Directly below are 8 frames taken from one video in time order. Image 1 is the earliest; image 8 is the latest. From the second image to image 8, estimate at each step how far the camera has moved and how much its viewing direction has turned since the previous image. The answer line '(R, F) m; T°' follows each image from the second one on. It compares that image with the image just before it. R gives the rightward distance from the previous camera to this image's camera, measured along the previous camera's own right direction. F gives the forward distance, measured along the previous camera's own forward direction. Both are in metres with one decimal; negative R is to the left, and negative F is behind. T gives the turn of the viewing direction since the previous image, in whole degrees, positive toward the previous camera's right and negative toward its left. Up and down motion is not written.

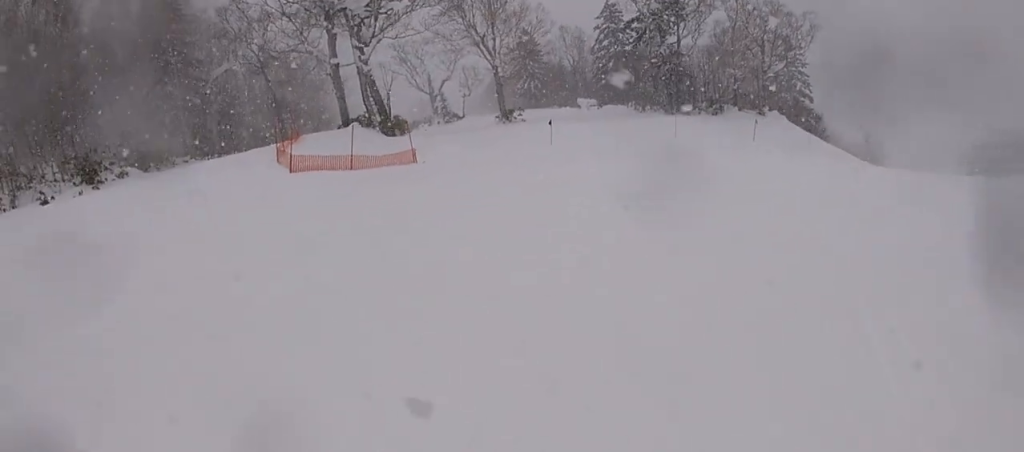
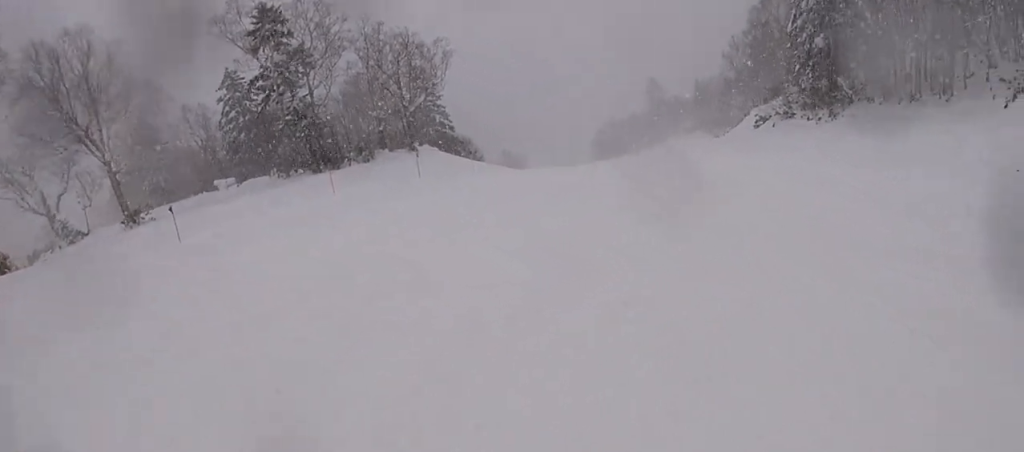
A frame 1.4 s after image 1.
(+2.4, +5.3) m; +47°
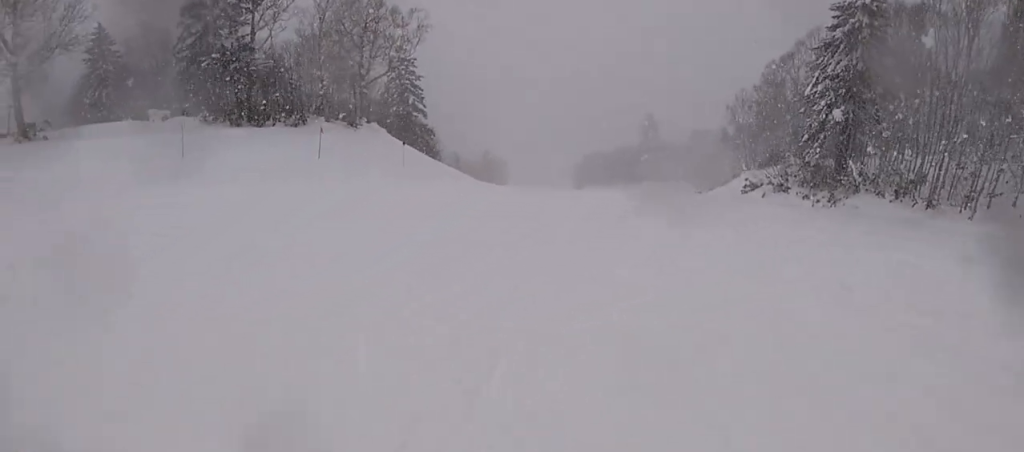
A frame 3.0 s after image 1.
(+1.8, +7.7) m; +2°
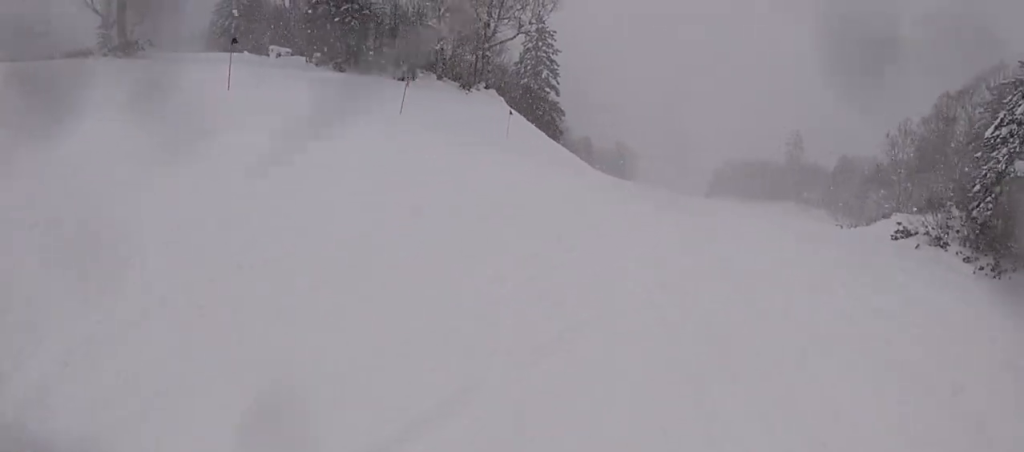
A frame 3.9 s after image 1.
(-0.8, +4.3) m; -16°
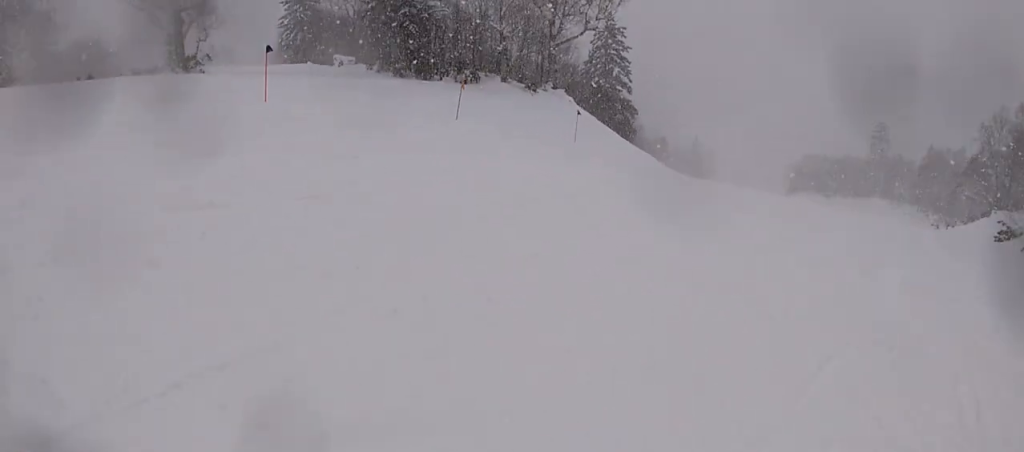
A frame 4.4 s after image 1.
(-0.2, +2.1) m; -6°
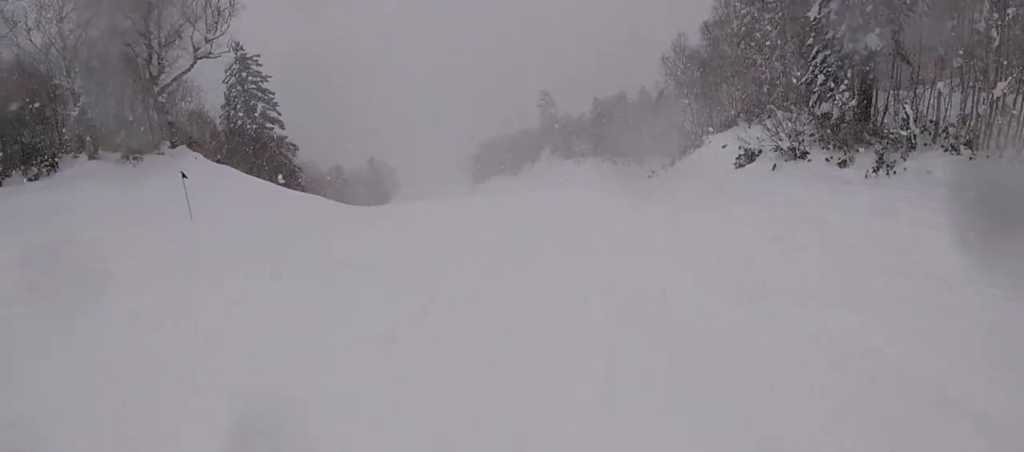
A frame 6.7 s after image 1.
(+1.0, +10.6) m; +16°
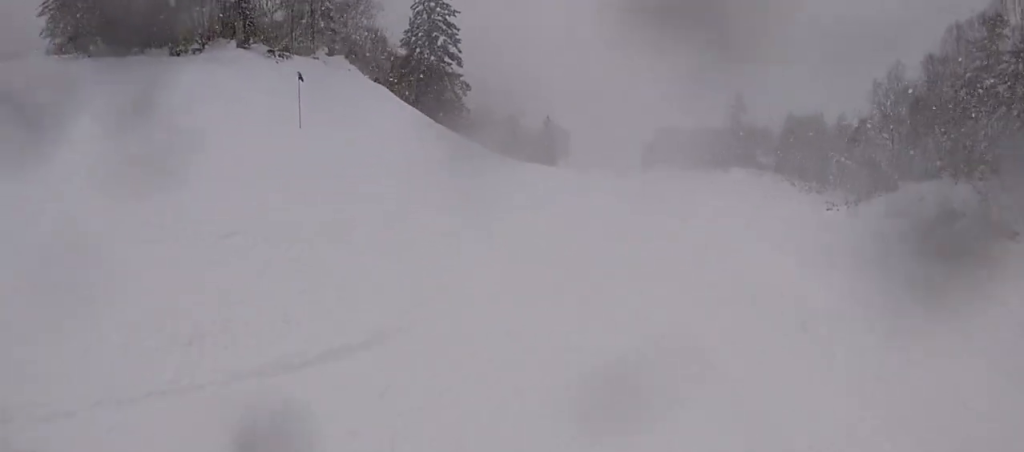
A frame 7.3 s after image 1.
(+0.7, +2.8) m; -1°
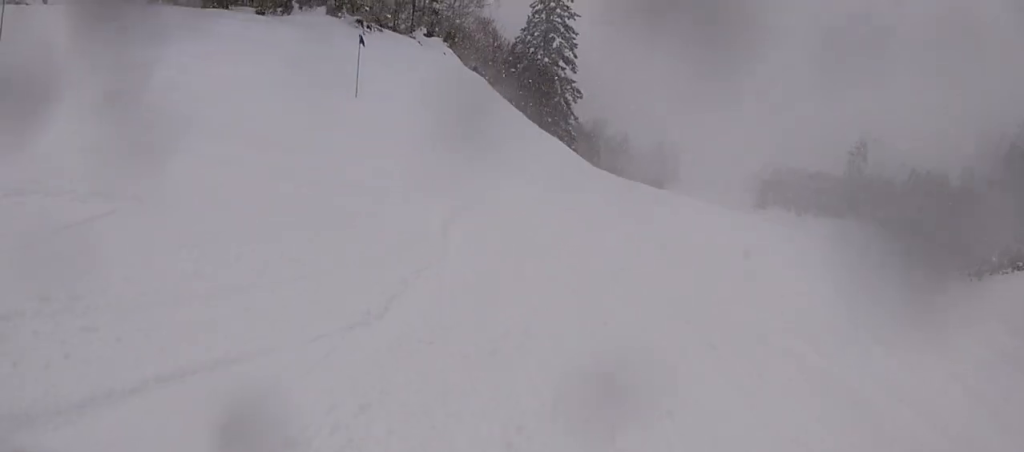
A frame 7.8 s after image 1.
(-0.7, +2.4) m; -7°
